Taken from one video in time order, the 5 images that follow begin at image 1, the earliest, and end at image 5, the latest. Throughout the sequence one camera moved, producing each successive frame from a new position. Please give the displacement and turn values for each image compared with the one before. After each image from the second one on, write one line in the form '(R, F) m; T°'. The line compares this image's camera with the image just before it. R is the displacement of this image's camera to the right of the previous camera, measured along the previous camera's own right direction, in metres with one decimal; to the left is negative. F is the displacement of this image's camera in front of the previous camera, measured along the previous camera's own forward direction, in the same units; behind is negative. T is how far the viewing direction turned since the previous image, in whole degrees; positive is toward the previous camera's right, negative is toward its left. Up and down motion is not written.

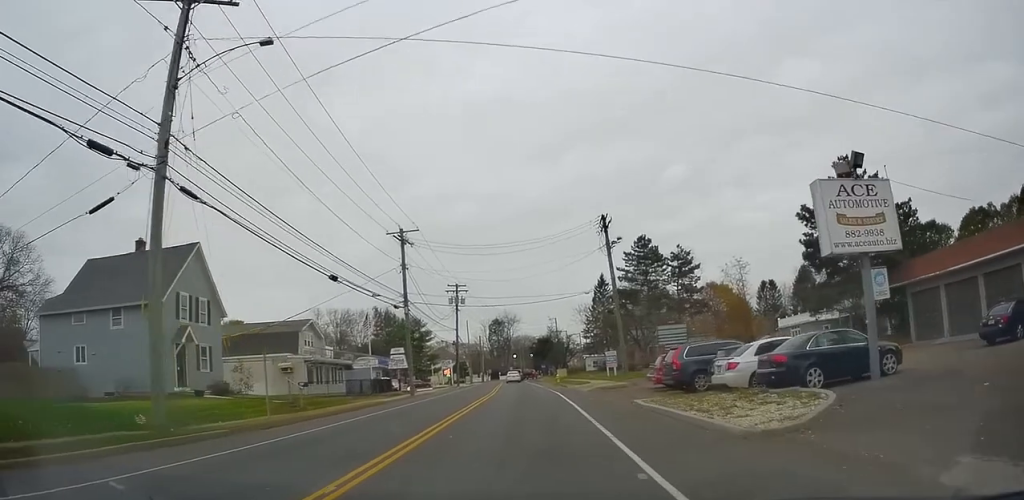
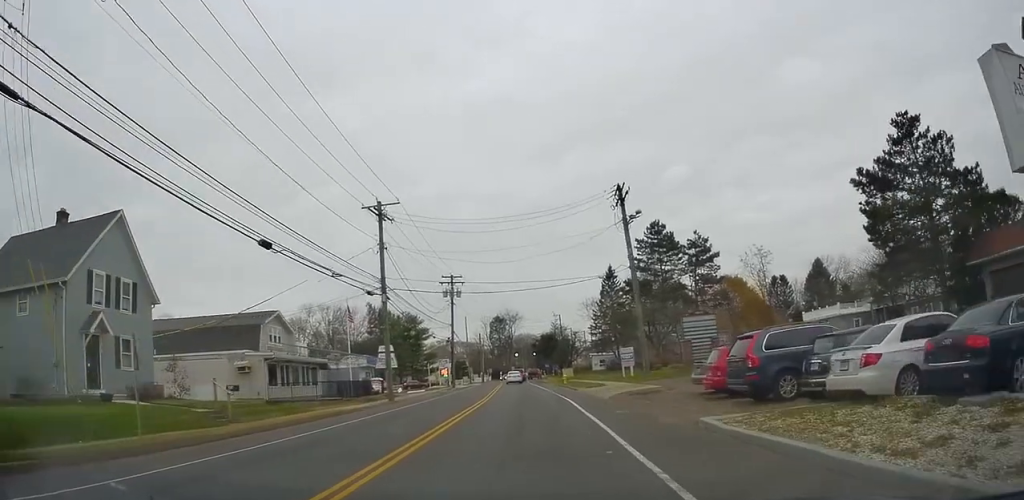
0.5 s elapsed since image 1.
(0.0, +7.1) m; -1°
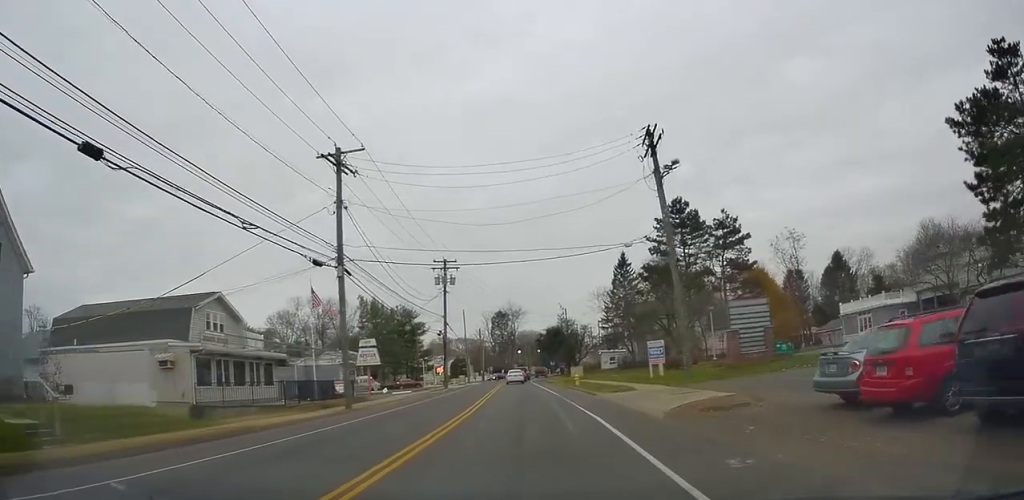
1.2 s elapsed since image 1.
(0.0, +8.8) m; -1°
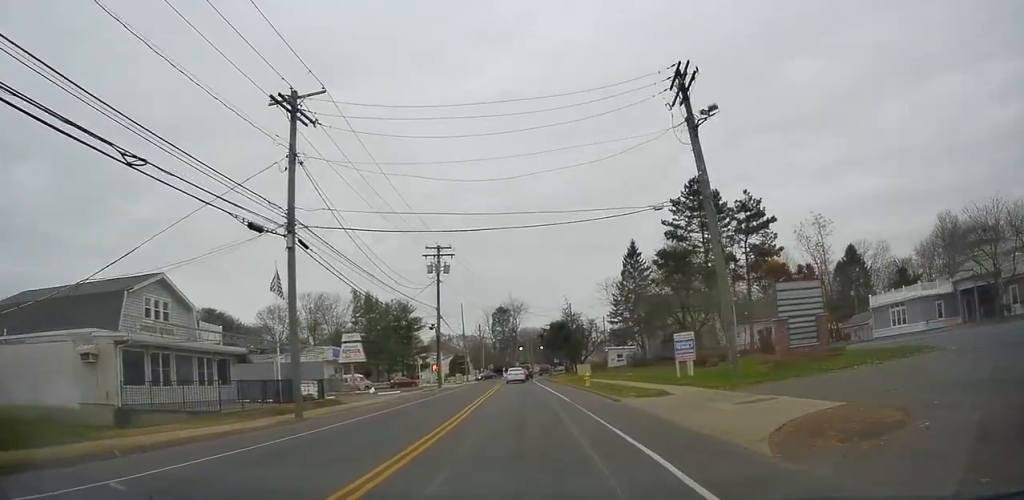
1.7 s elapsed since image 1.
(-0.2, +6.0) m; -1°
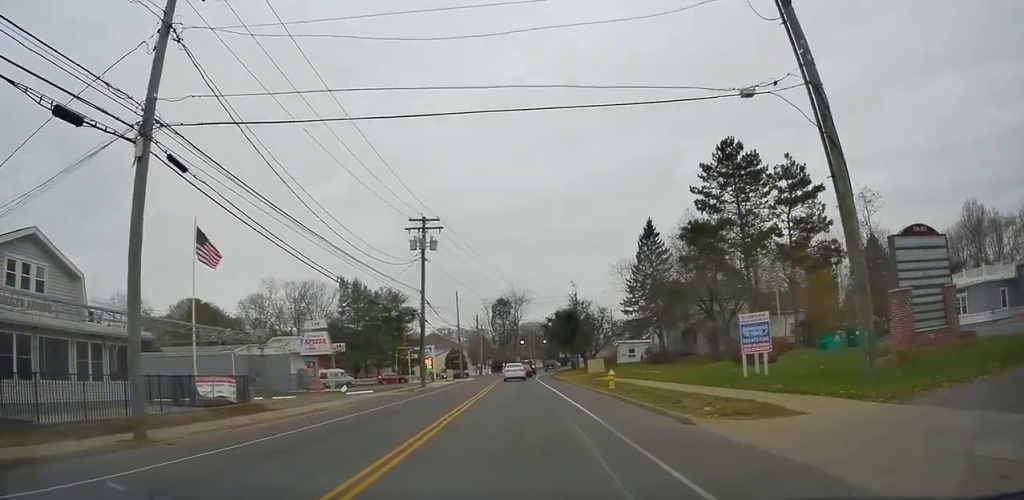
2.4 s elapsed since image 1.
(-0.1, +9.1) m; 0°
